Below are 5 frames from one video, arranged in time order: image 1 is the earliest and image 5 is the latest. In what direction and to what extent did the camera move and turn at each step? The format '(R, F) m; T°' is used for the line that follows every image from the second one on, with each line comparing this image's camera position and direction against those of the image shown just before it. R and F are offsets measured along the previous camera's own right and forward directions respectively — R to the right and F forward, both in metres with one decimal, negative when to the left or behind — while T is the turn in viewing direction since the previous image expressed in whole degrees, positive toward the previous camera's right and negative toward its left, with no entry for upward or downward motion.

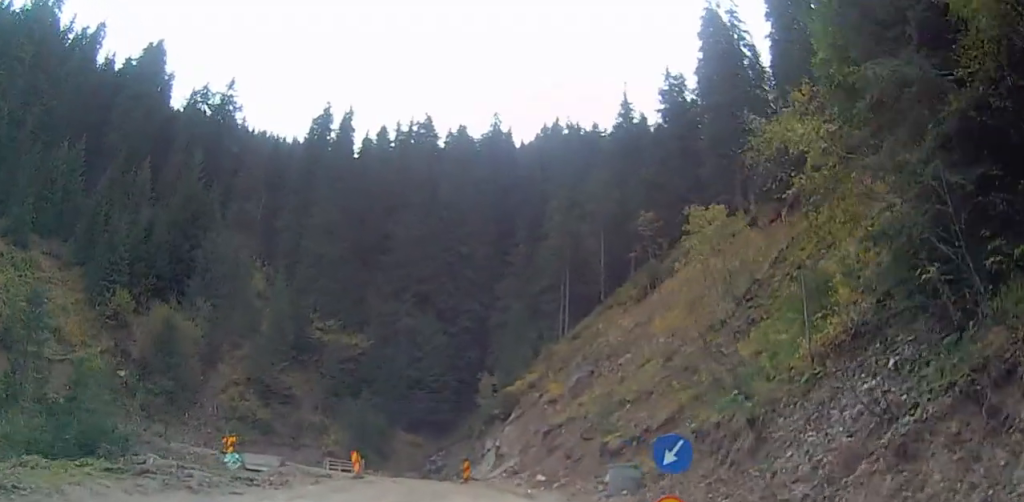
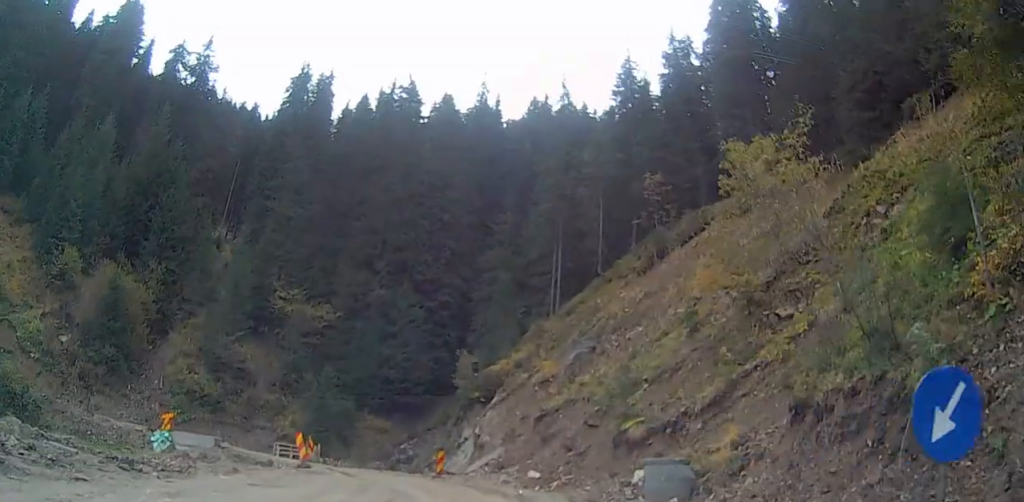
(0.0, +6.7) m; 0°
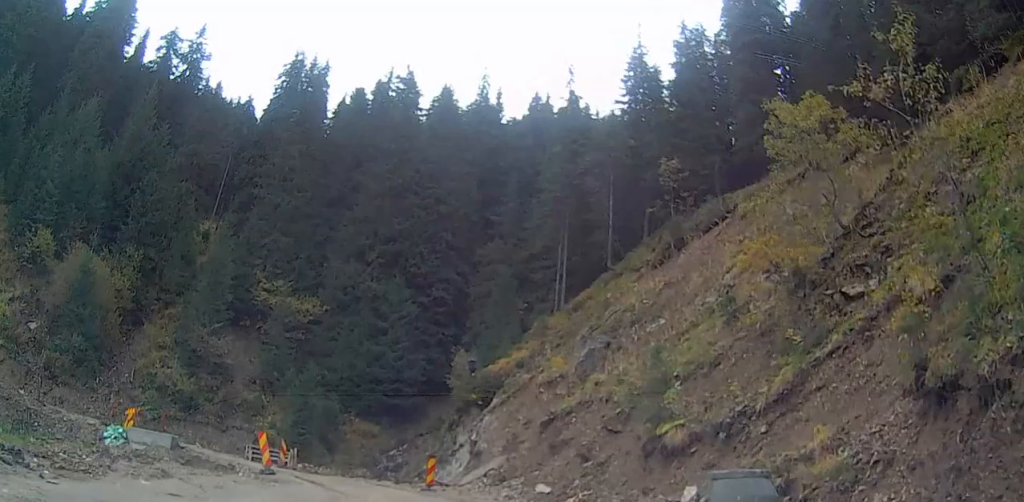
(0.0, +4.4) m; 0°
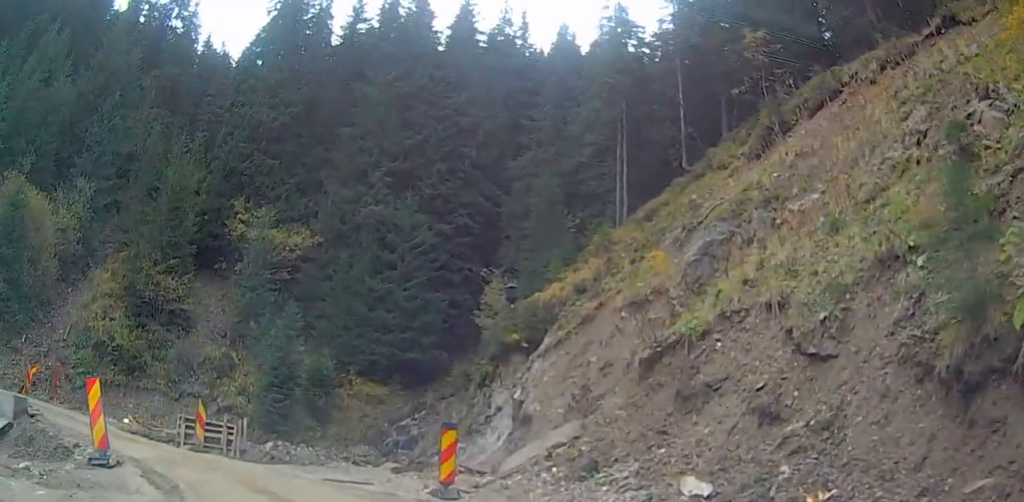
(0.0, +12.2) m; -9°
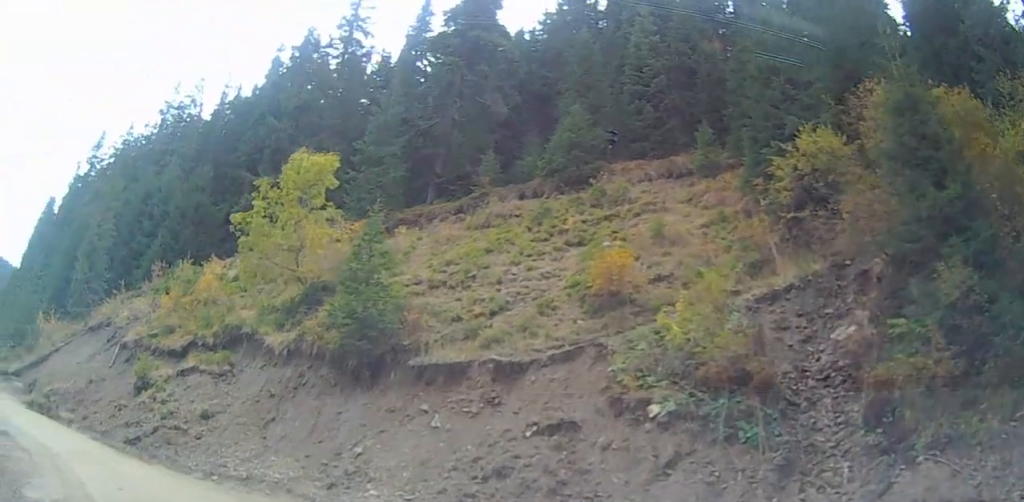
(-11.3, +12.4) m; -60°
